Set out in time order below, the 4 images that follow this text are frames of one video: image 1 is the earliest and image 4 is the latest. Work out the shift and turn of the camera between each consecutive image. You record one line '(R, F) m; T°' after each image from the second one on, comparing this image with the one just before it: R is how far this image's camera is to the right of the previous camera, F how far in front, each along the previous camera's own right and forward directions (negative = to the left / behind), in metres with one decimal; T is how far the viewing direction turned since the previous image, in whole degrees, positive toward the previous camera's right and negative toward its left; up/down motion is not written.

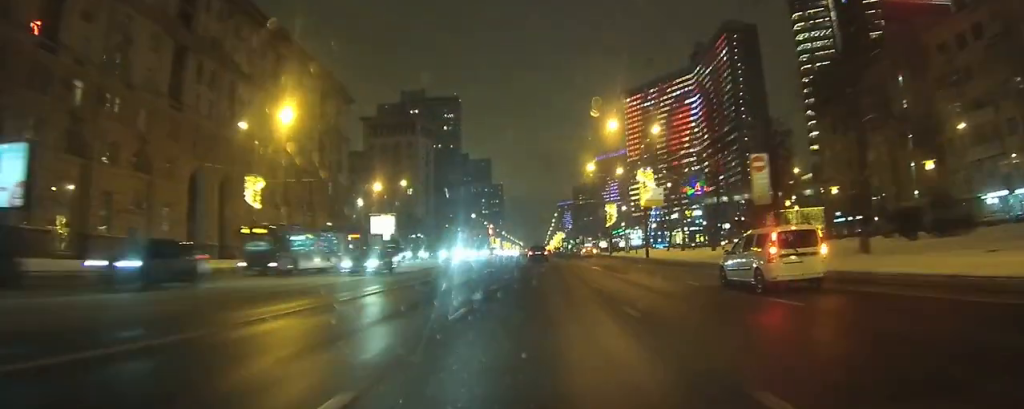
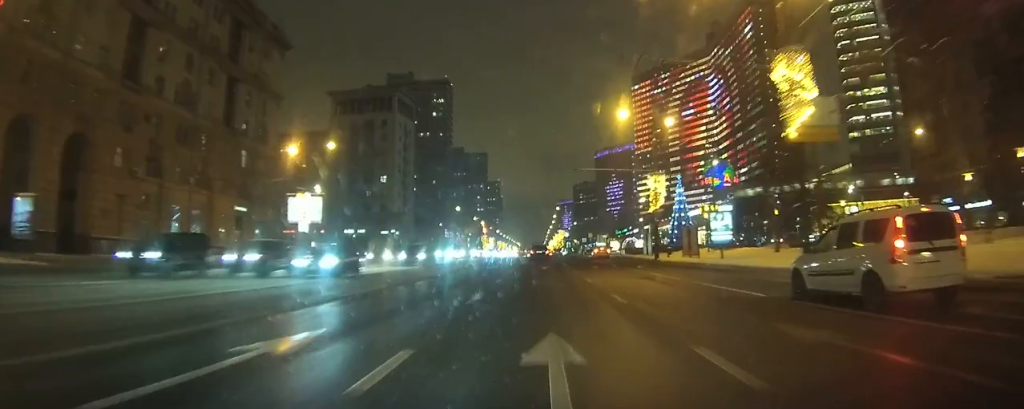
(+0.1, +32.3) m; 0°
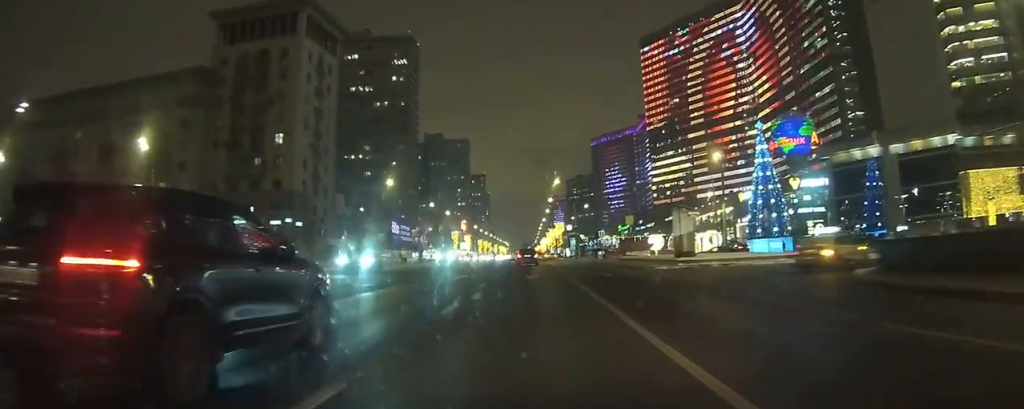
(-0.1, +49.6) m; 0°
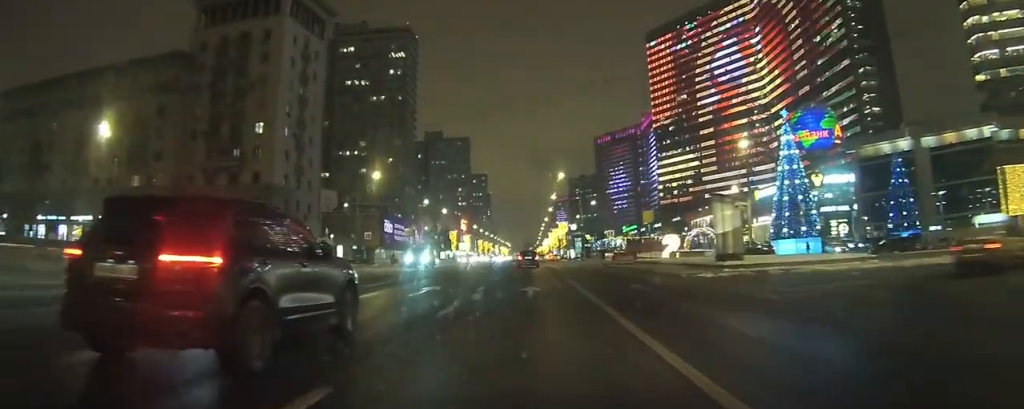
(0.0, +7.5) m; 0°
